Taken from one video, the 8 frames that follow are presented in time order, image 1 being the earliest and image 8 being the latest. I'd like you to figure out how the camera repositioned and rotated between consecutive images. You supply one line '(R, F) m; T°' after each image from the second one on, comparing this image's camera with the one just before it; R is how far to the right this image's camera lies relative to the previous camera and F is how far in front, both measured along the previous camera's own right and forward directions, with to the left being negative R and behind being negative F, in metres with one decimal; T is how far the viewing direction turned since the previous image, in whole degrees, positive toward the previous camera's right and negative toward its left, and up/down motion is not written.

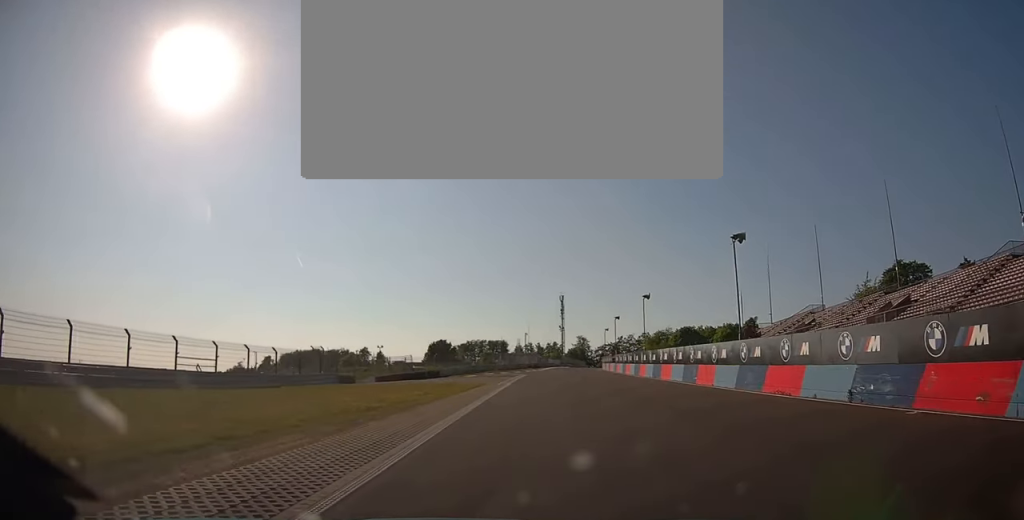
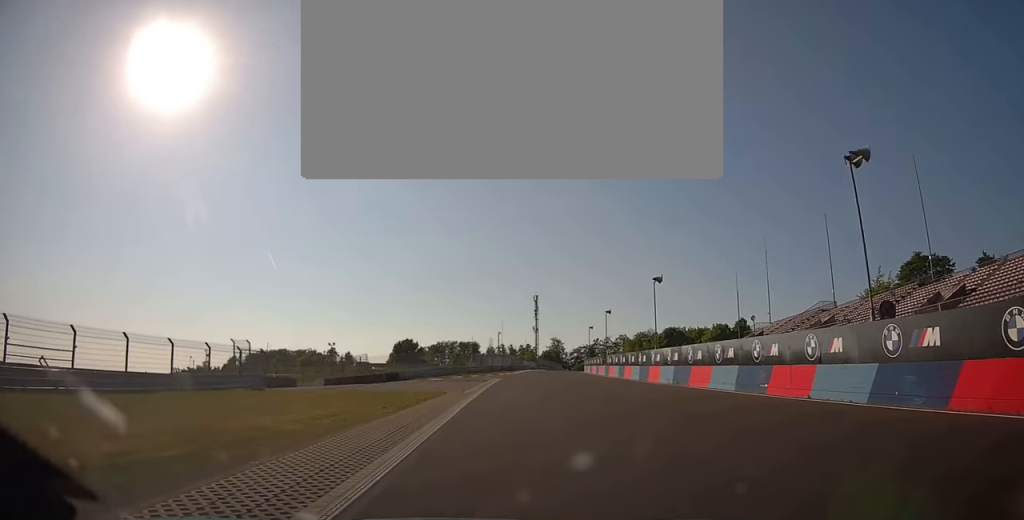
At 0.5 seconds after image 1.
(+0.8, +10.2) m; +6°
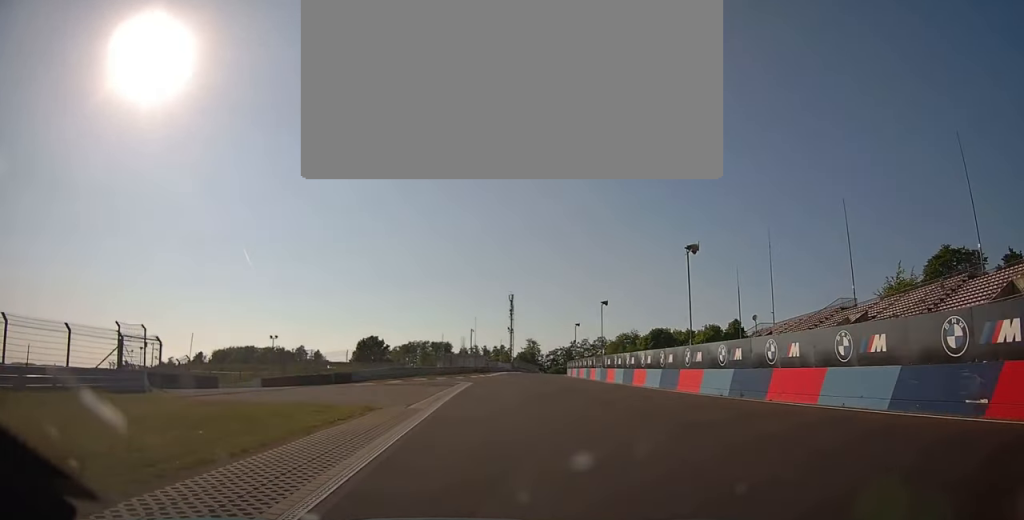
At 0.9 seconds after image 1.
(+0.5, +10.7) m; +4°
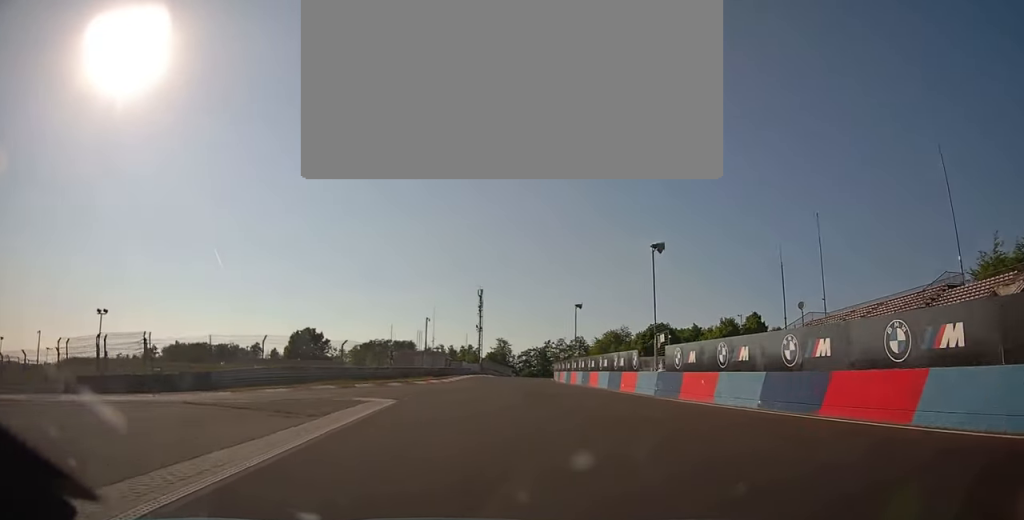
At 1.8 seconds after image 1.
(+1.5, +23.4) m; +5°
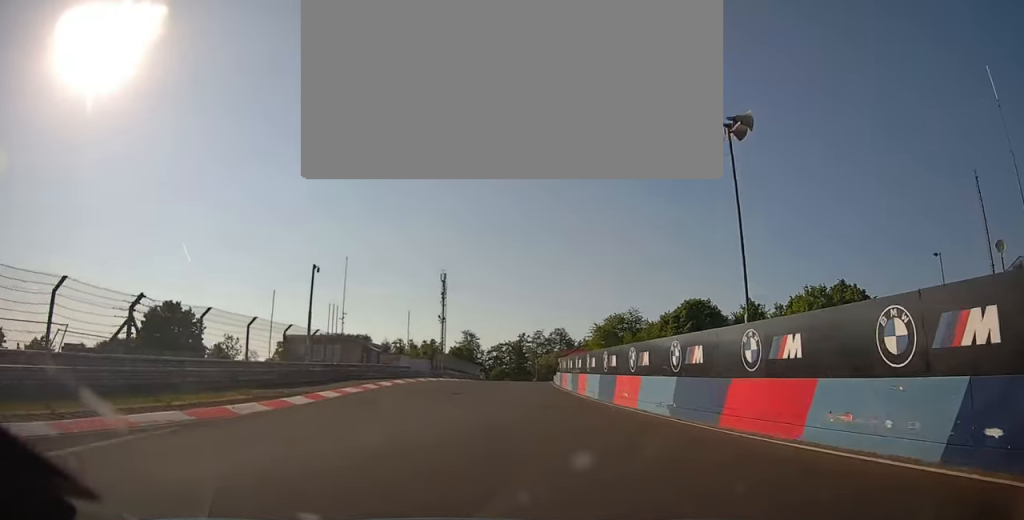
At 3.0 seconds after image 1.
(+1.1, +37.5) m; +4°
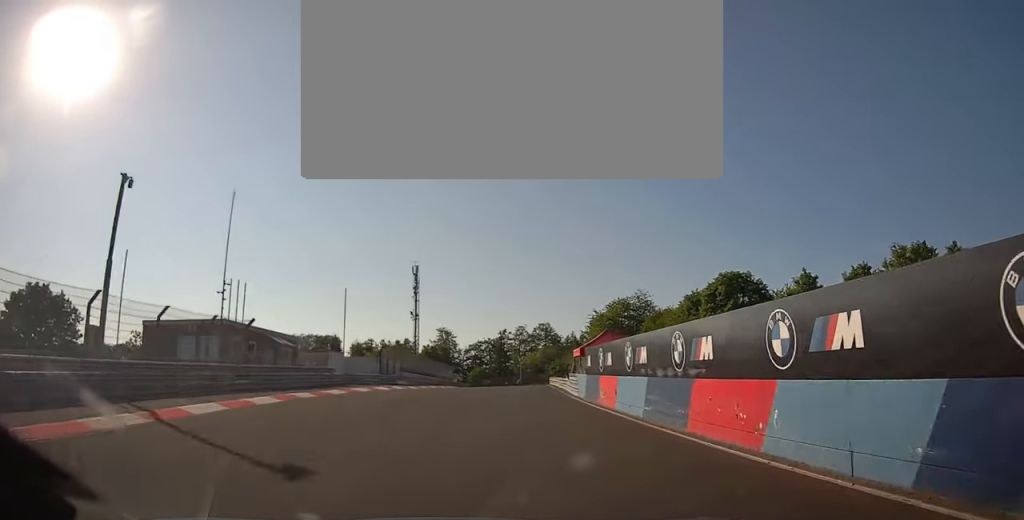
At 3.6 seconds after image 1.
(+0.6, +20.4) m; +3°
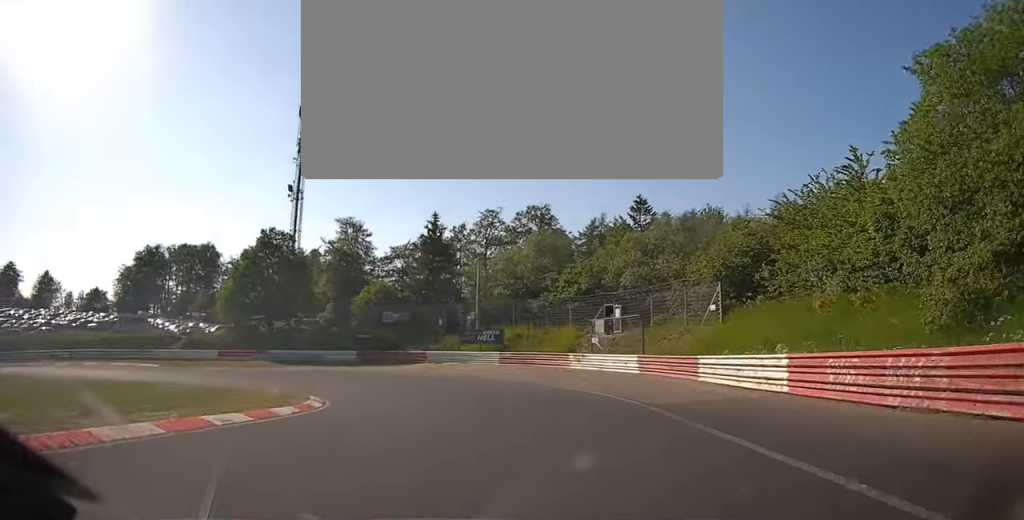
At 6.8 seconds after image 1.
(+8.0, +109.8) m; +4°
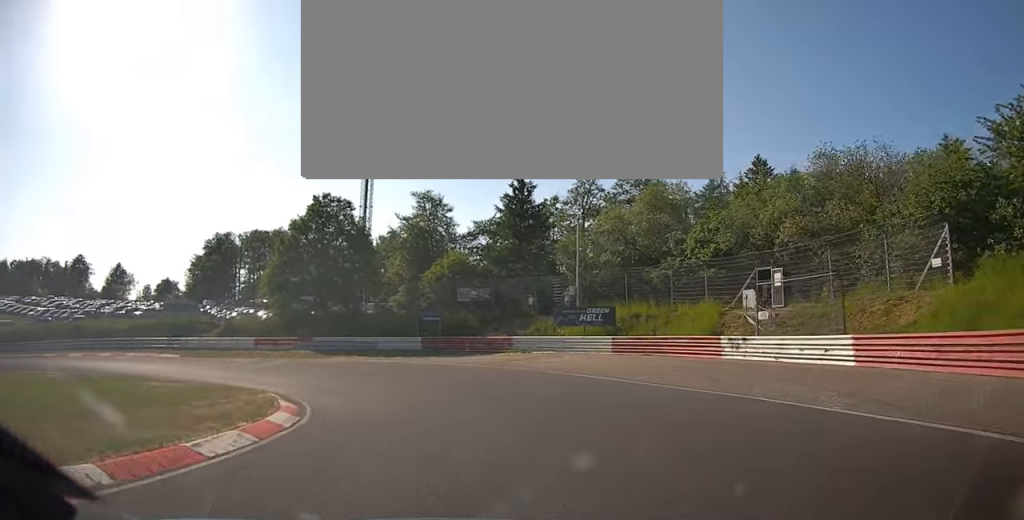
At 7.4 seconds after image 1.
(0.0, +15.1) m; -11°
